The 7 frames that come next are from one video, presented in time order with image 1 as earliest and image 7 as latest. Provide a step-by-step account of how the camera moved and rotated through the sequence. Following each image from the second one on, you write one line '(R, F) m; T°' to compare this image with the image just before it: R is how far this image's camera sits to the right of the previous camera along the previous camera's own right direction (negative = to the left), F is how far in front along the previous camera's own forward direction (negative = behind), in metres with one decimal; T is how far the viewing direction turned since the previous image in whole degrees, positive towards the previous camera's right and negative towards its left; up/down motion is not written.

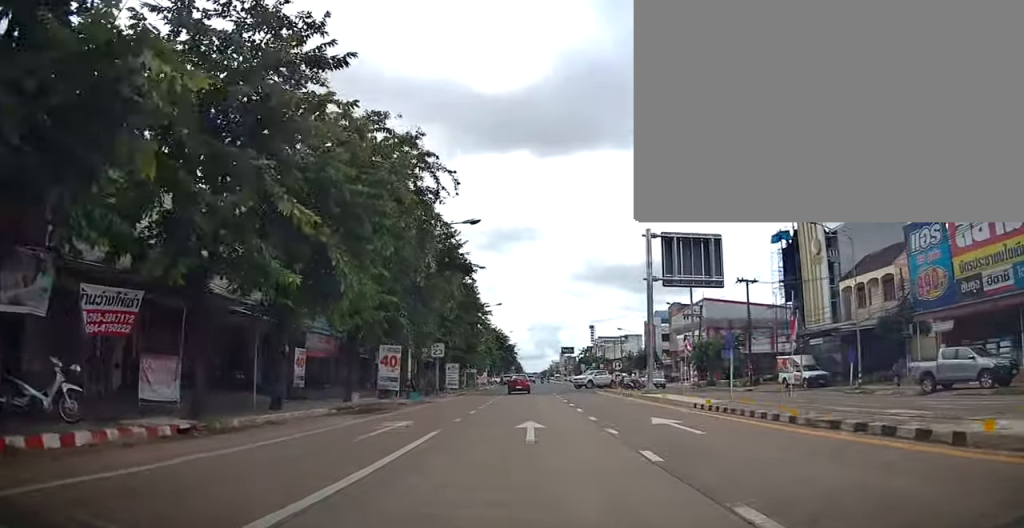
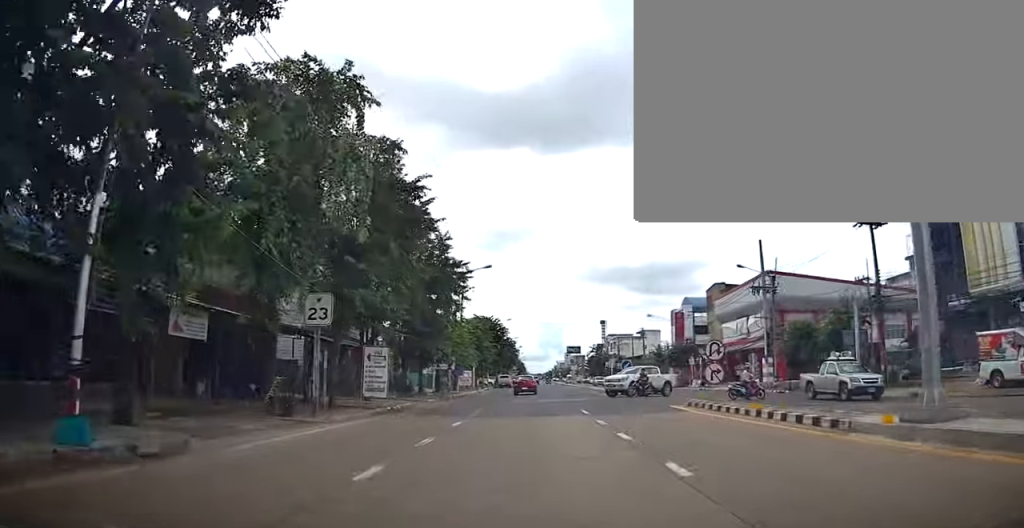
(+0.3, +21.9) m; +1°
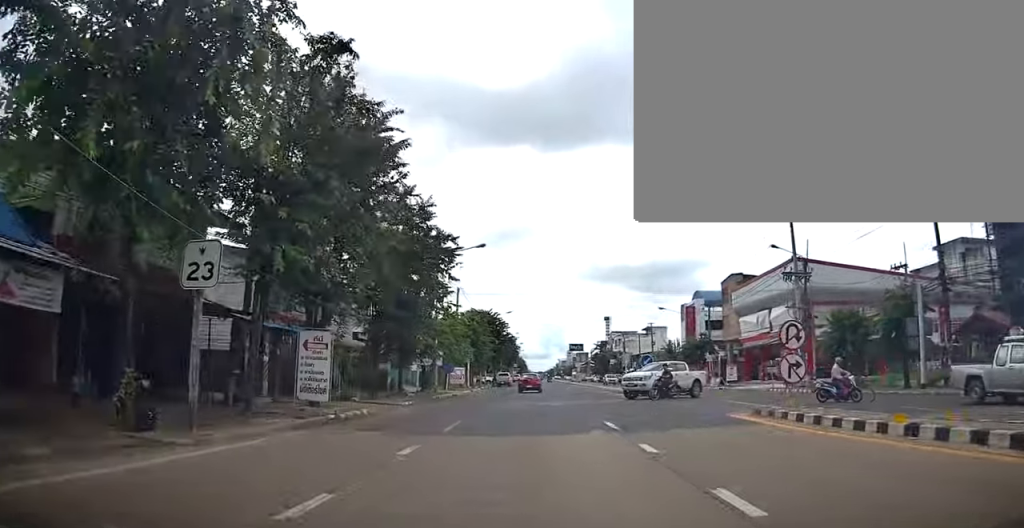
(0.0, +6.4) m; -1°
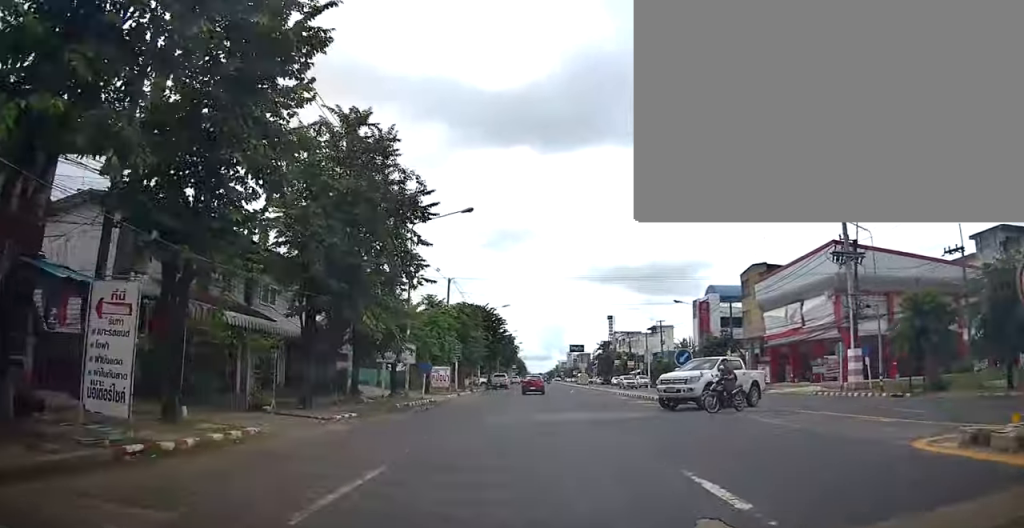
(0.0, +8.3) m; -3°
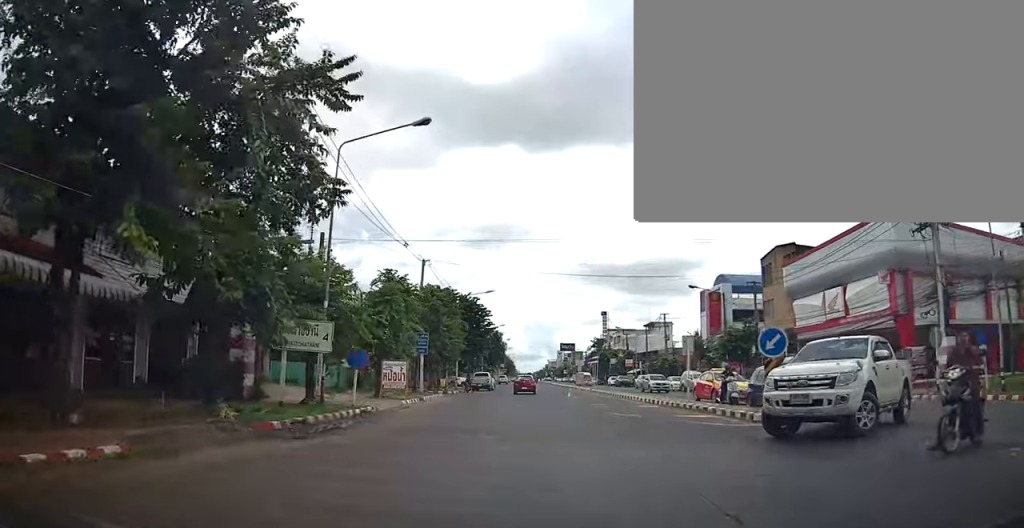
(-0.5, +10.6) m; 0°
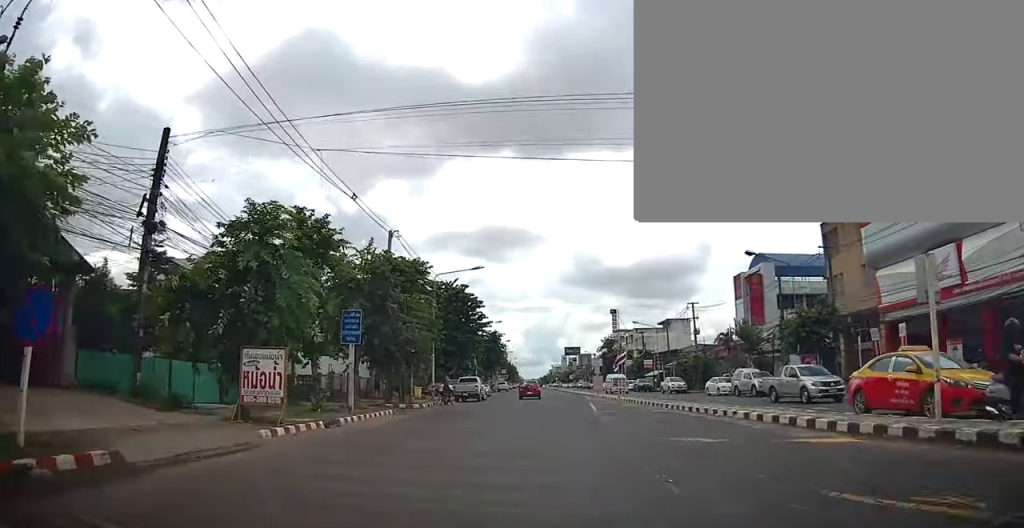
(+0.6, +14.8) m; +3°
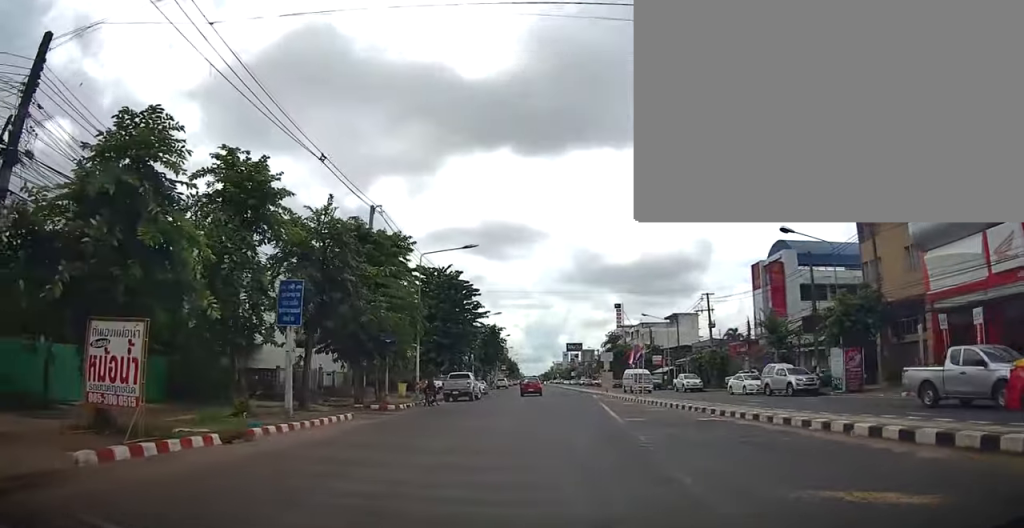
(-0.1, +6.0) m; 0°
